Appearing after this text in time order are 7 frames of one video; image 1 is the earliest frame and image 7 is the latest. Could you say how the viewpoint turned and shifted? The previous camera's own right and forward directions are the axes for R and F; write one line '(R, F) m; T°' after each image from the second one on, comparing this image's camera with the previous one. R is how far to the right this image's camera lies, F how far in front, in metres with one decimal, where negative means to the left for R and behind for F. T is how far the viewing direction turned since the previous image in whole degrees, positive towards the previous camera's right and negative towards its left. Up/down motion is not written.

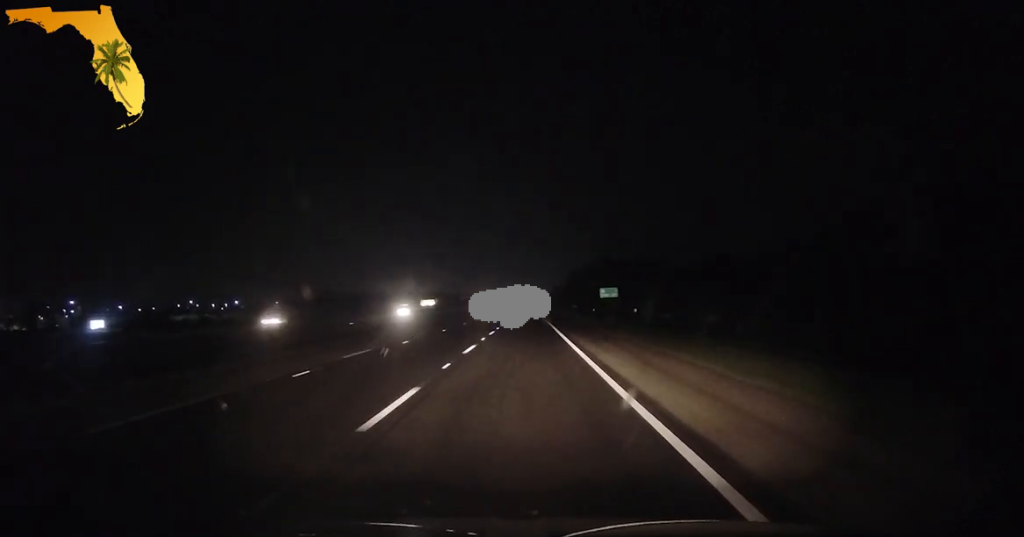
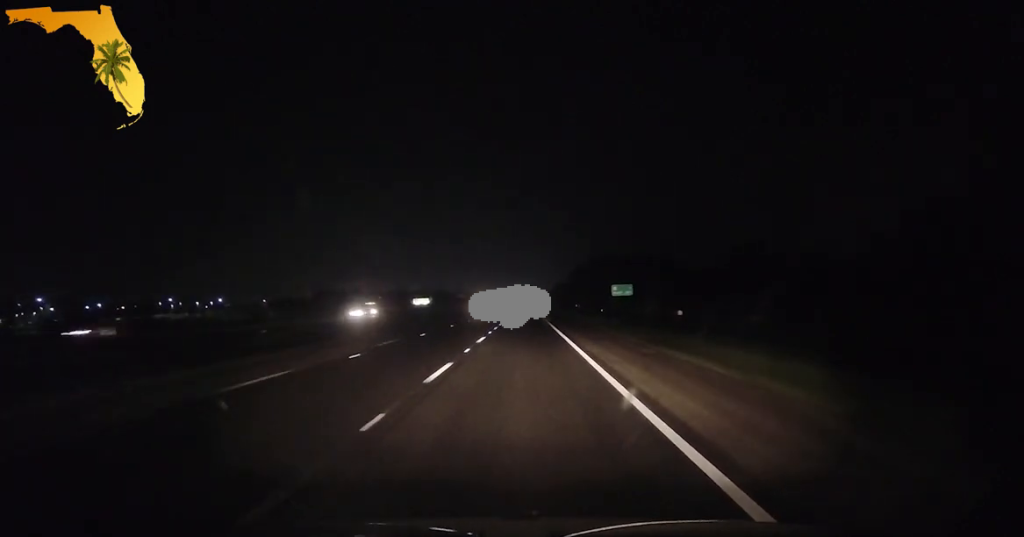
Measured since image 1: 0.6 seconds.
(+0.1, +19.7) m; 0°
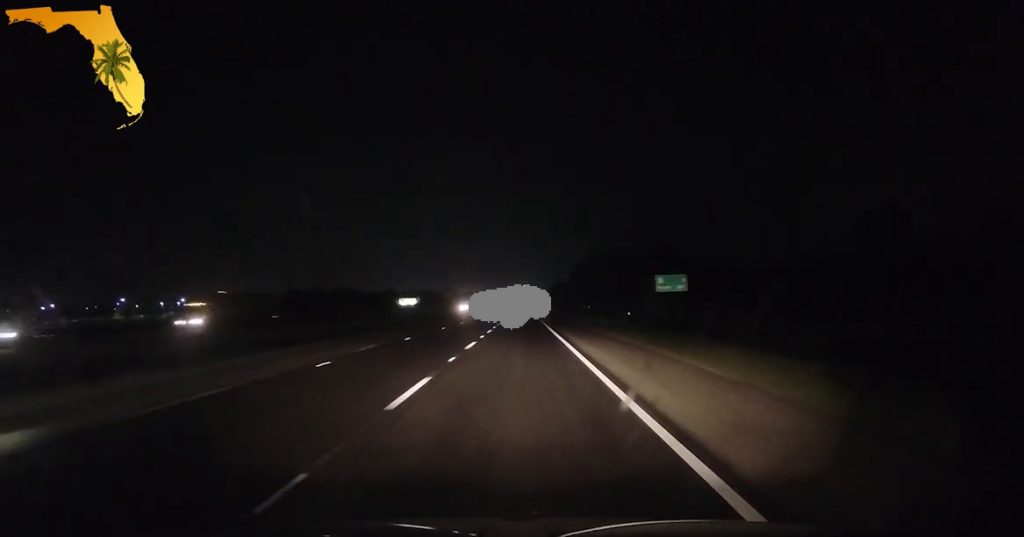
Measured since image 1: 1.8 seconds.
(0.0, +39.5) m; 0°
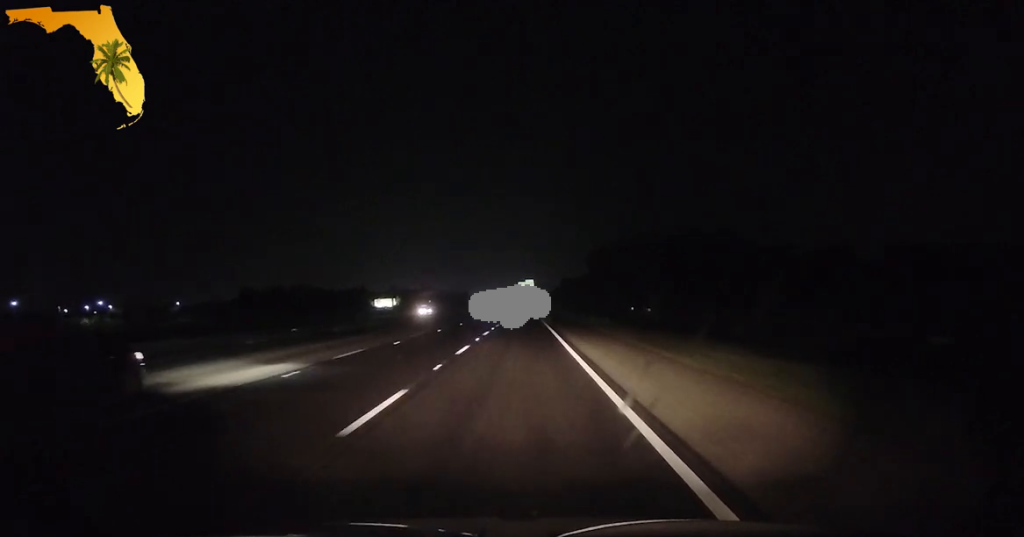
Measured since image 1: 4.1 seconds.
(-0.5, +74.9) m; -1°
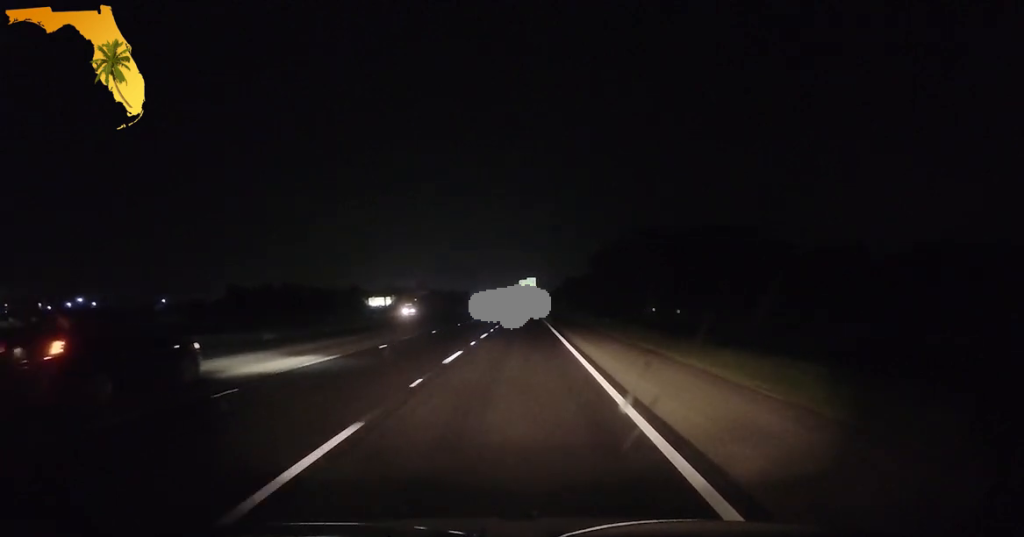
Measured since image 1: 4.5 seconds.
(-0.1, +15.5) m; 0°
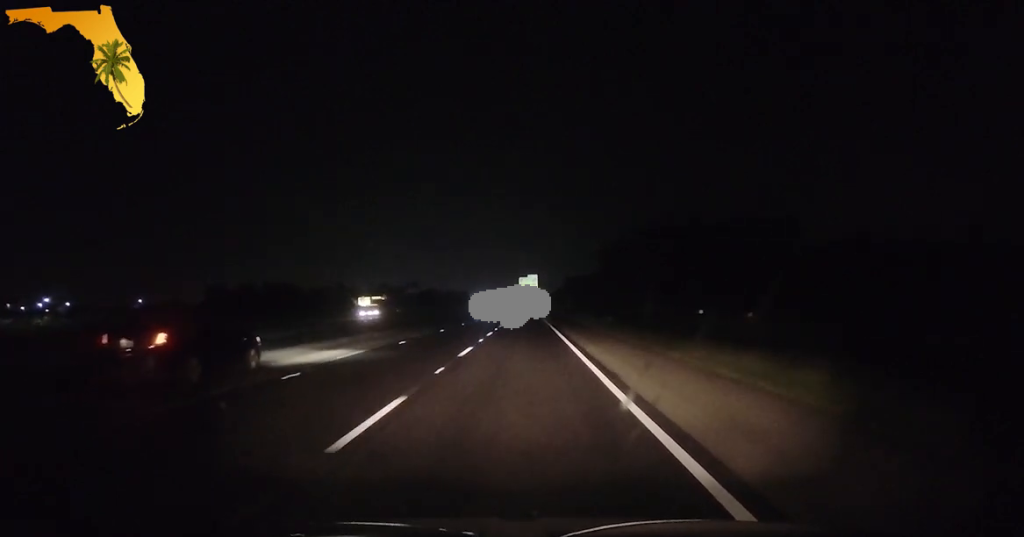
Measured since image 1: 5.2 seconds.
(0.0, +22.1) m; 0°
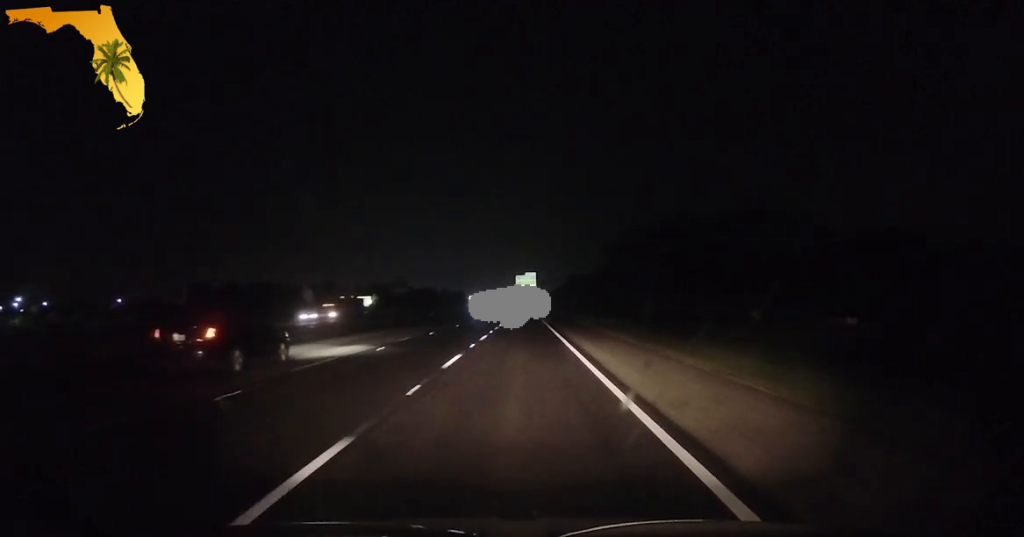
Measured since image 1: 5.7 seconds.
(0.0, +15.5) m; 0°
